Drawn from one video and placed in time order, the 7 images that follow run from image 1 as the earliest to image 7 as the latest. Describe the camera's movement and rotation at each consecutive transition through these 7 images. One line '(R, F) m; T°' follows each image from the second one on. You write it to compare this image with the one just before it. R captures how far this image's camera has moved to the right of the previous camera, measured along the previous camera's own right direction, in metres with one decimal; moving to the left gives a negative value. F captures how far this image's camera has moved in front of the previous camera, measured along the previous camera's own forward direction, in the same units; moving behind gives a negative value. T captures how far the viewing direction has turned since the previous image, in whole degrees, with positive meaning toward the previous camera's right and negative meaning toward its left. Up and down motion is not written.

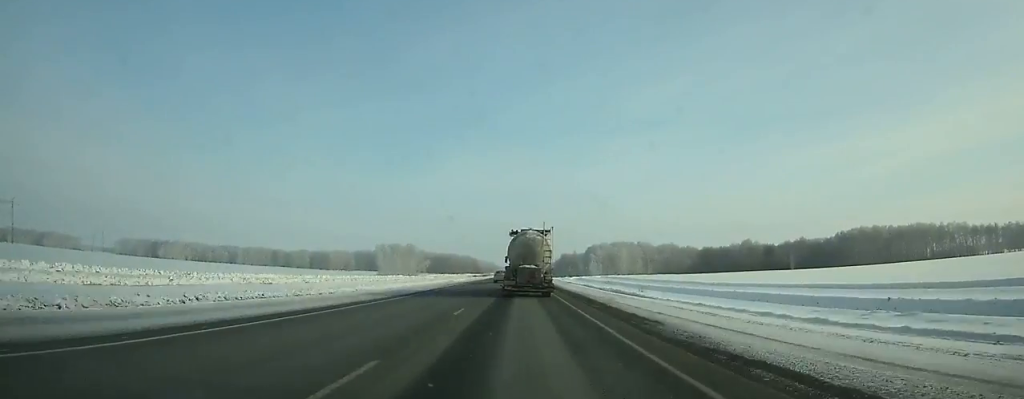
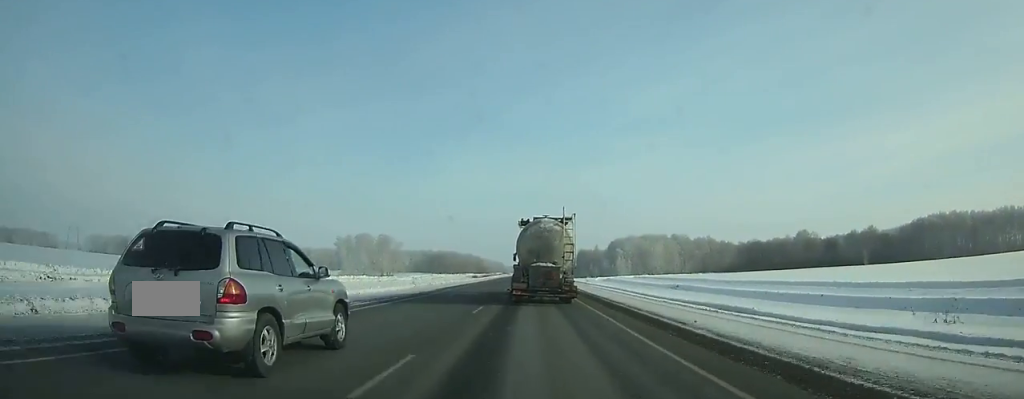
(-0.4, +74.8) m; -1°
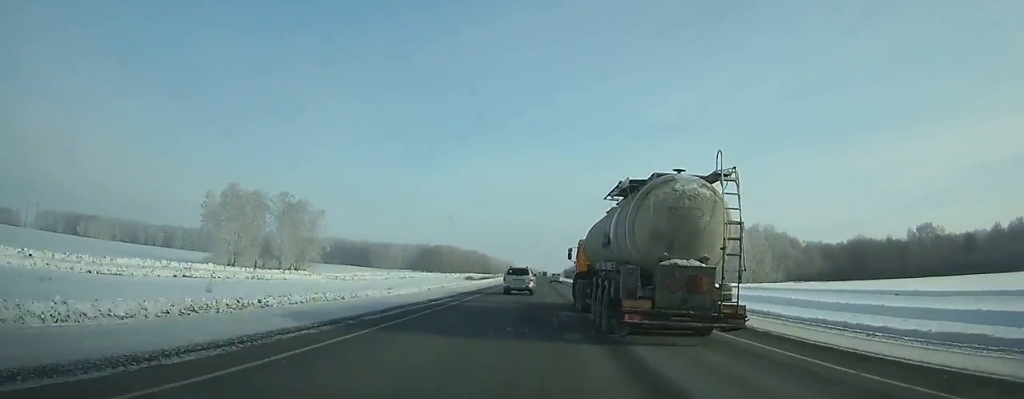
(-0.5, +105.5) m; 0°
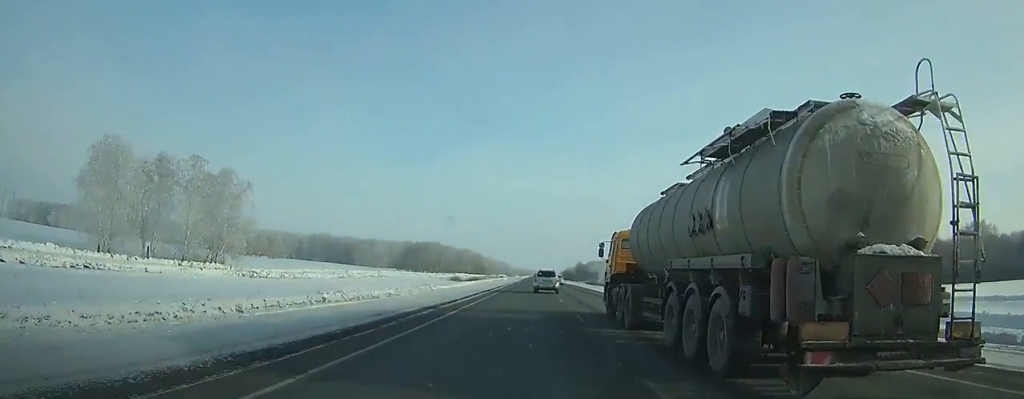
(+0.1, +34.8) m; 0°
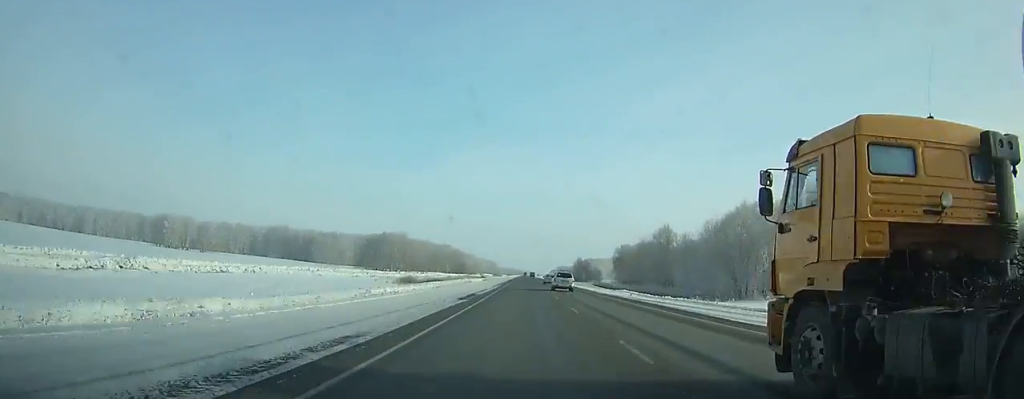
(+0.5, +68.3) m; +1°
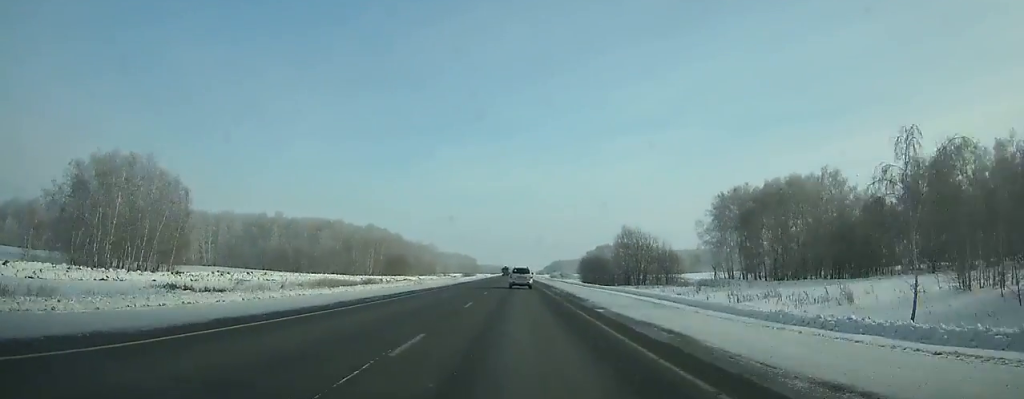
(+0.8, +177.1) m; 0°
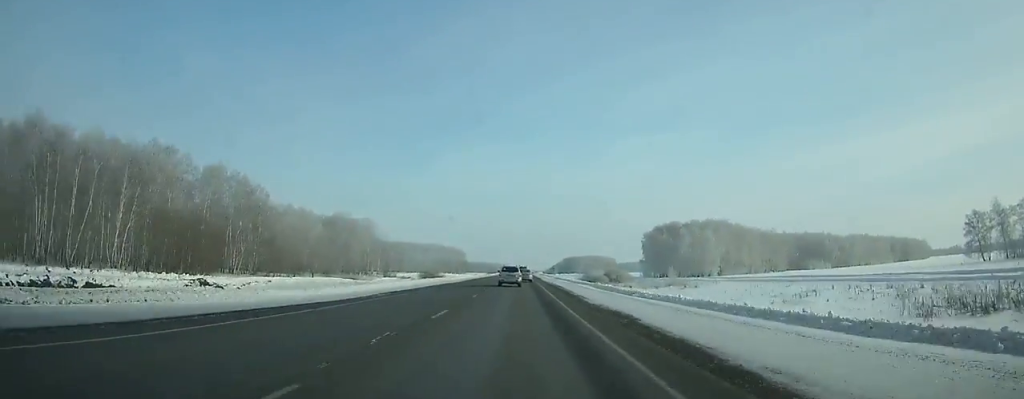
(-0.9, +160.2) m; 0°
